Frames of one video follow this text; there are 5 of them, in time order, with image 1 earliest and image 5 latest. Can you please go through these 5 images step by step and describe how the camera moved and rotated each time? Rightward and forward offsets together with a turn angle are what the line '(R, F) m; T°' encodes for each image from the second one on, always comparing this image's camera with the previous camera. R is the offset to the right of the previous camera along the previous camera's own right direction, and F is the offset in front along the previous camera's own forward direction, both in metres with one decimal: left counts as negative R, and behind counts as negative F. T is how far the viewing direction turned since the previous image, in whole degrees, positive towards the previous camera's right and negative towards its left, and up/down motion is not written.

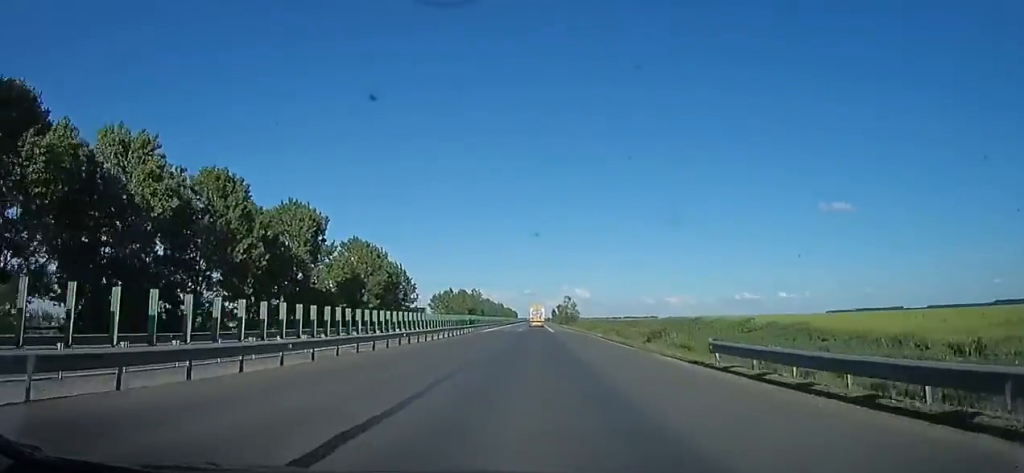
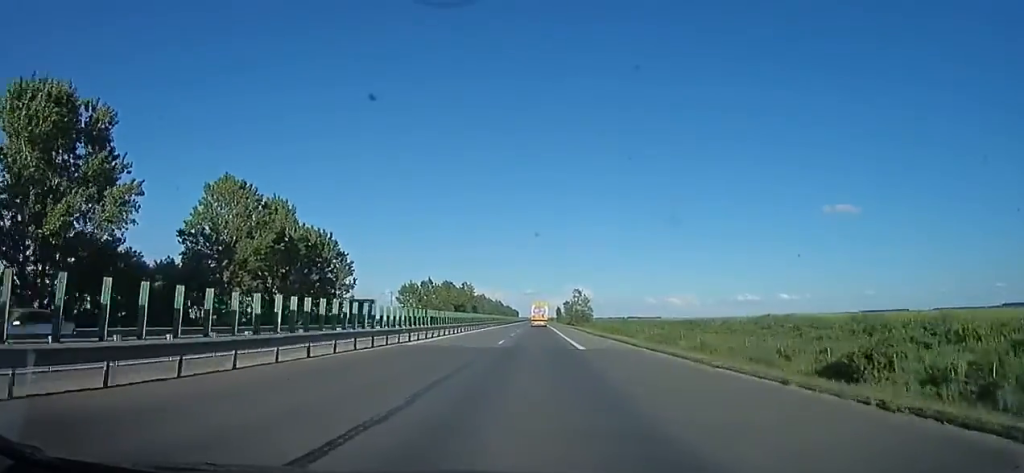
(-0.9, +36.2) m; 0°
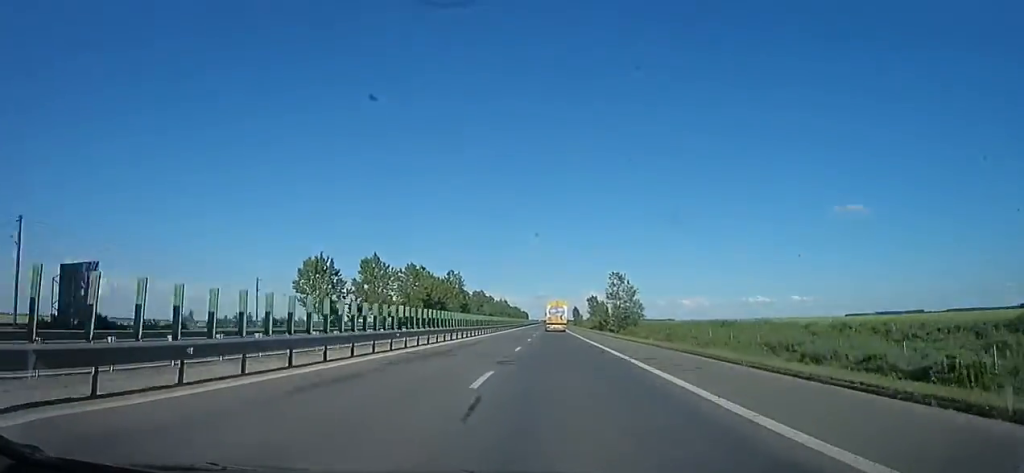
(+1.7, +53.2) m; +1°
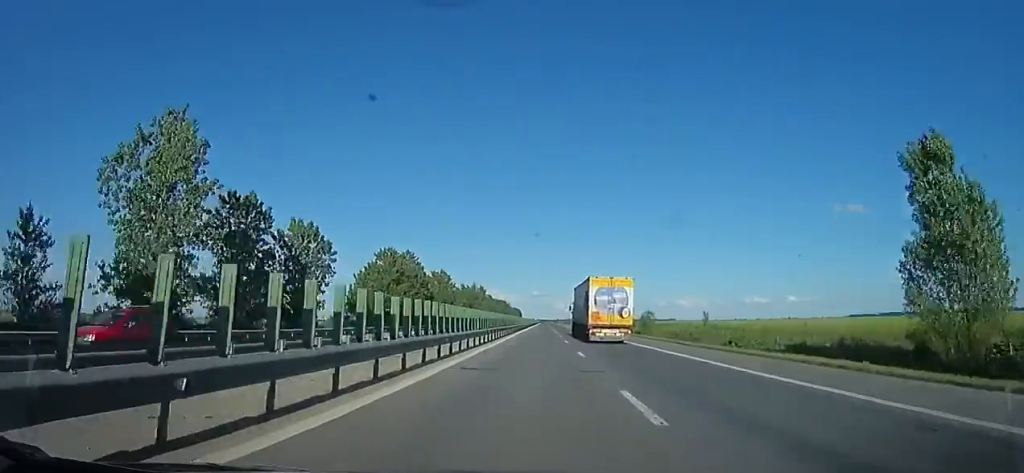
(-1.8, +111.9) m; 0°
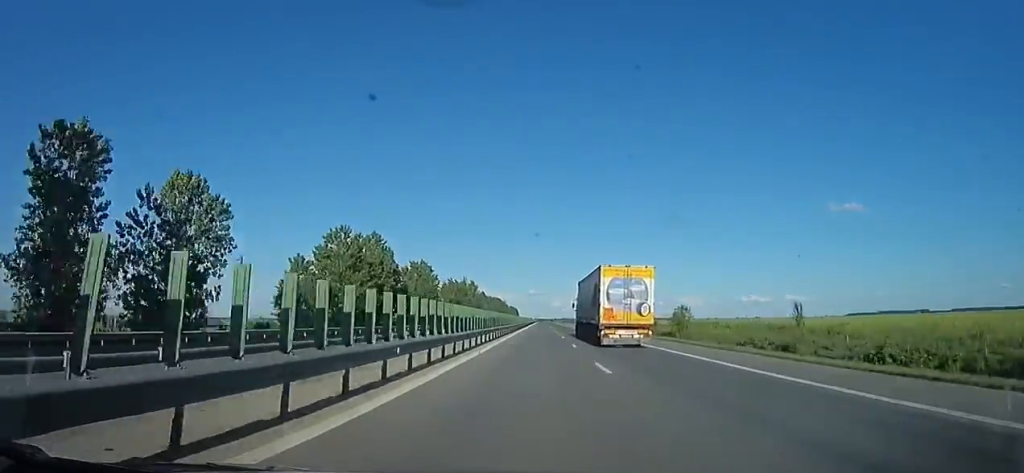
(-0.5, +18.0) m; -1°
